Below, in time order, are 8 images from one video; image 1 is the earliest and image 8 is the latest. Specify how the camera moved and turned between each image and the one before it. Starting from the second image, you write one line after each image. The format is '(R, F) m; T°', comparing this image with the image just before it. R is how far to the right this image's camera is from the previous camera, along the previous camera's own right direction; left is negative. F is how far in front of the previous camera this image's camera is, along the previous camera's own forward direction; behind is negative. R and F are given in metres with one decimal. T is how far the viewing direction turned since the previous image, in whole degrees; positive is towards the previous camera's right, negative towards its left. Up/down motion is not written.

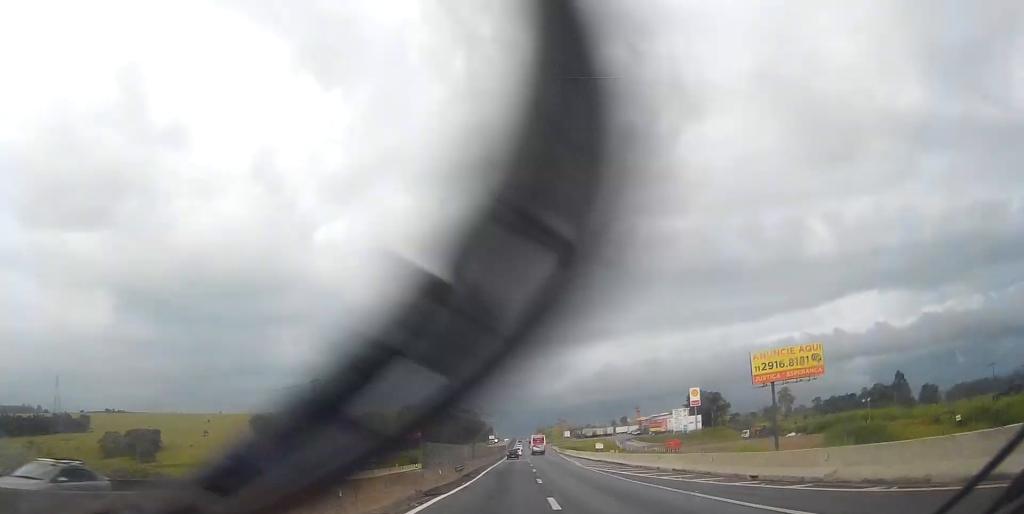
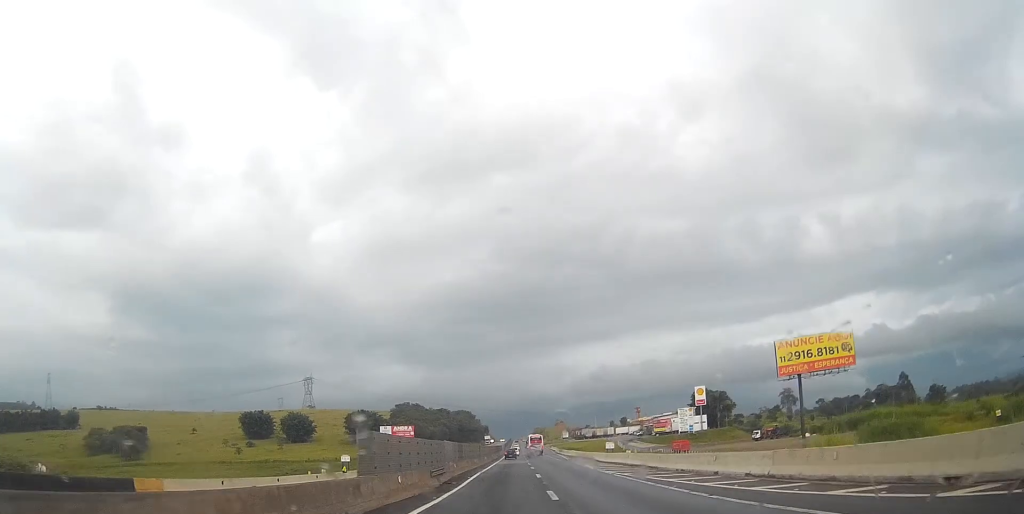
(+0.1, +12.6) m; 0°
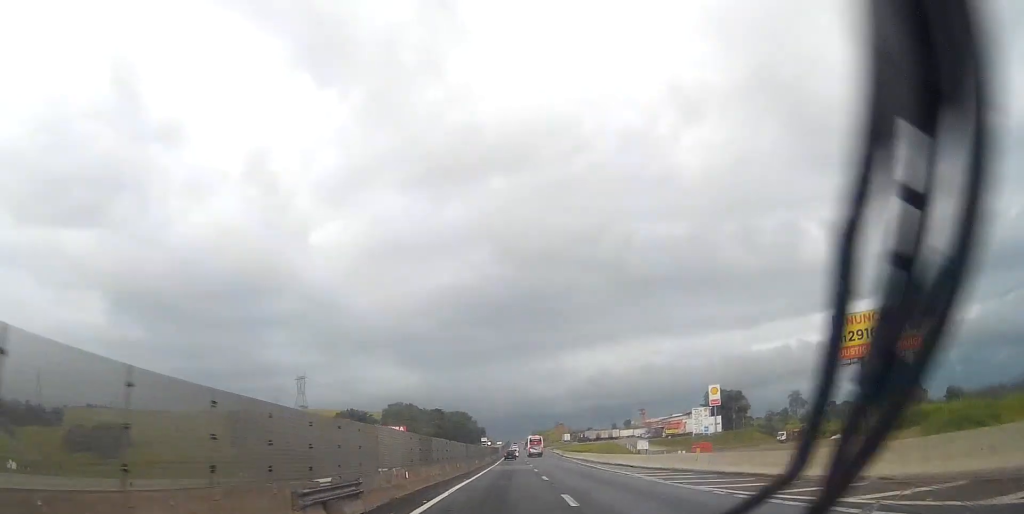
(0.0, +20.6) m; 0°
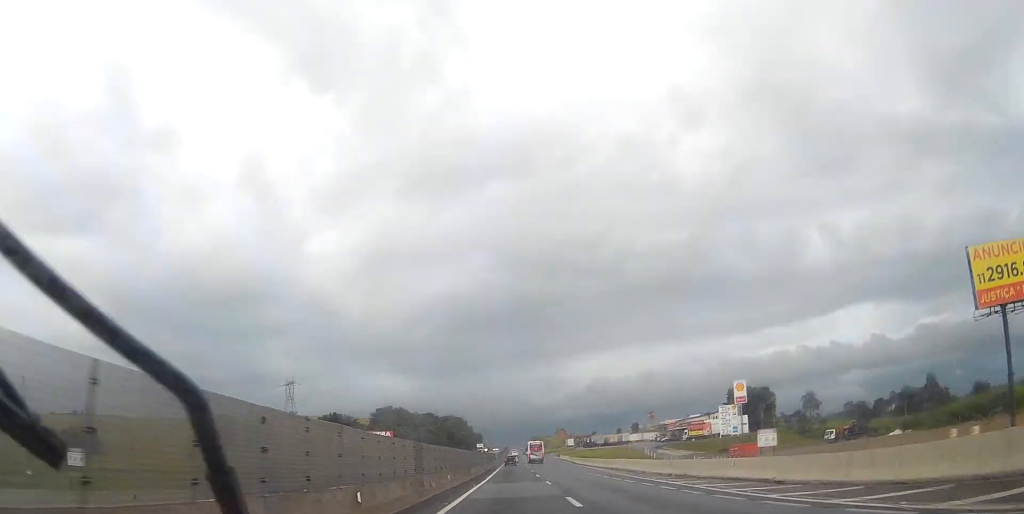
(0.0, +29.6) m; 0°
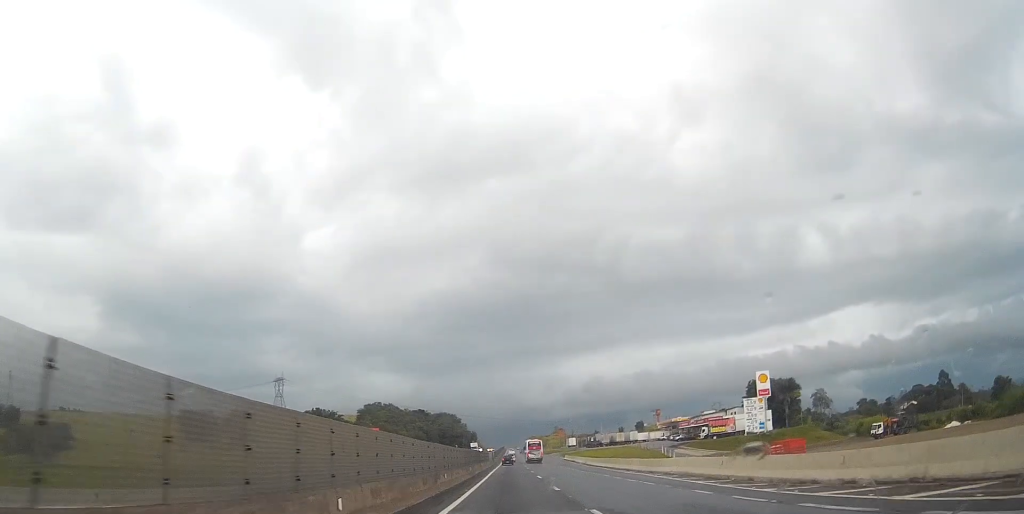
(0.0, +22.9) m; 0°
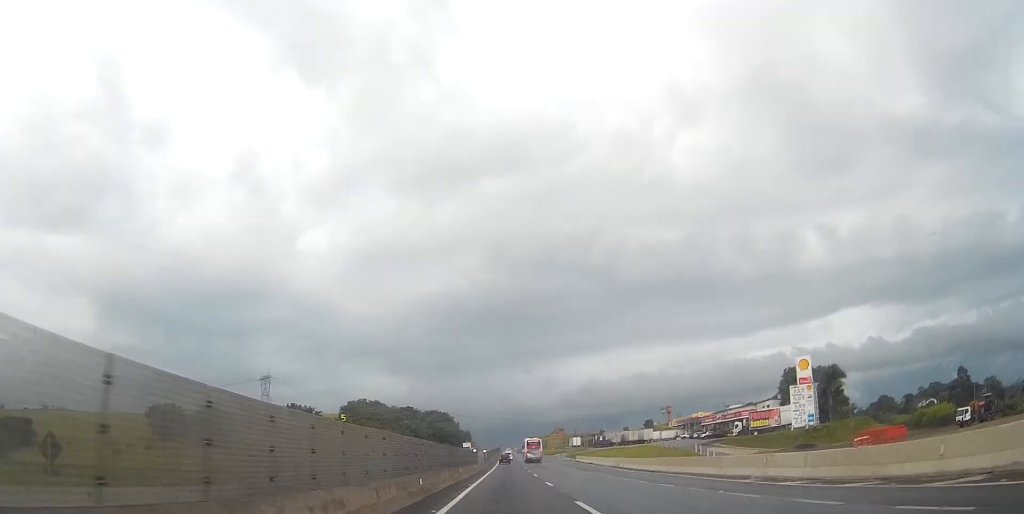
(+0.1, +30.0) m; 0°
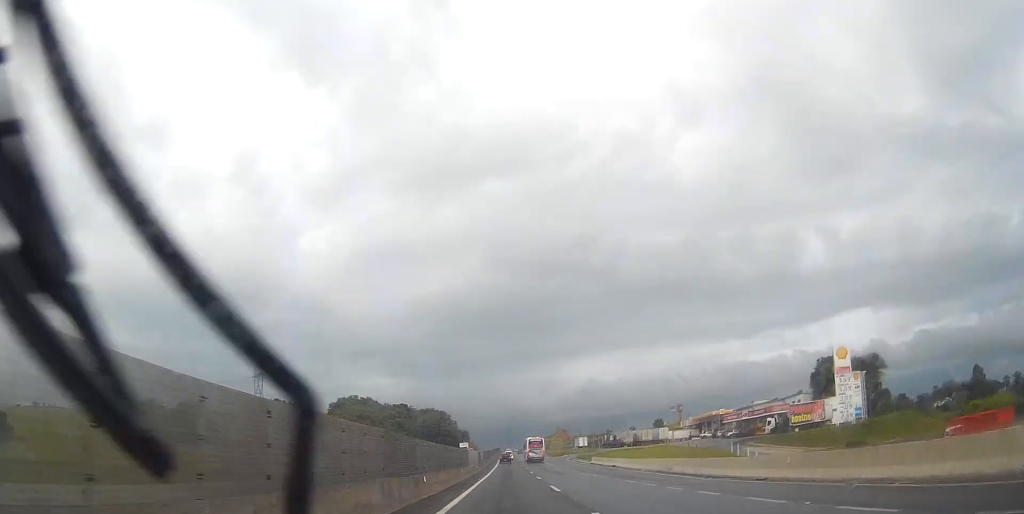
(0.0, +19.9) m; 0°
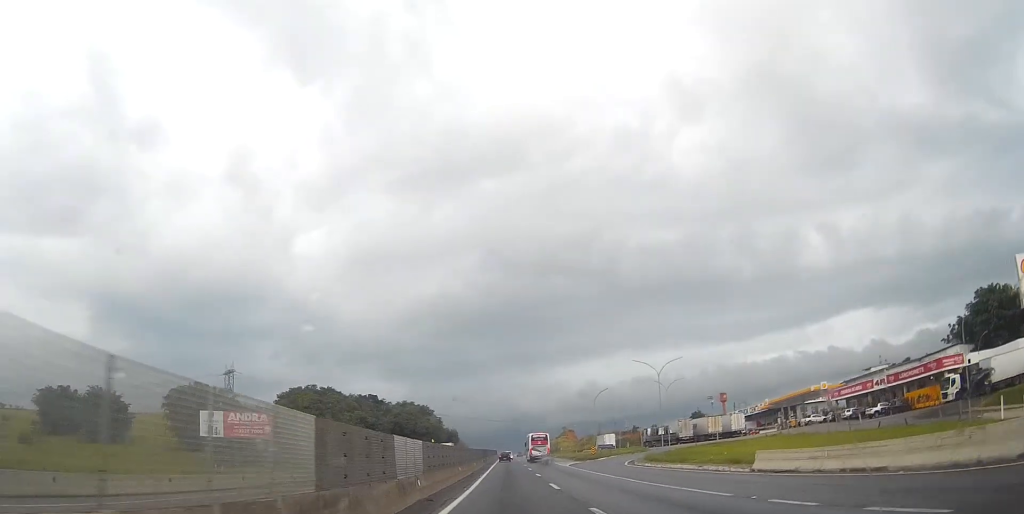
(-0.1, +63.1) m; 0°
